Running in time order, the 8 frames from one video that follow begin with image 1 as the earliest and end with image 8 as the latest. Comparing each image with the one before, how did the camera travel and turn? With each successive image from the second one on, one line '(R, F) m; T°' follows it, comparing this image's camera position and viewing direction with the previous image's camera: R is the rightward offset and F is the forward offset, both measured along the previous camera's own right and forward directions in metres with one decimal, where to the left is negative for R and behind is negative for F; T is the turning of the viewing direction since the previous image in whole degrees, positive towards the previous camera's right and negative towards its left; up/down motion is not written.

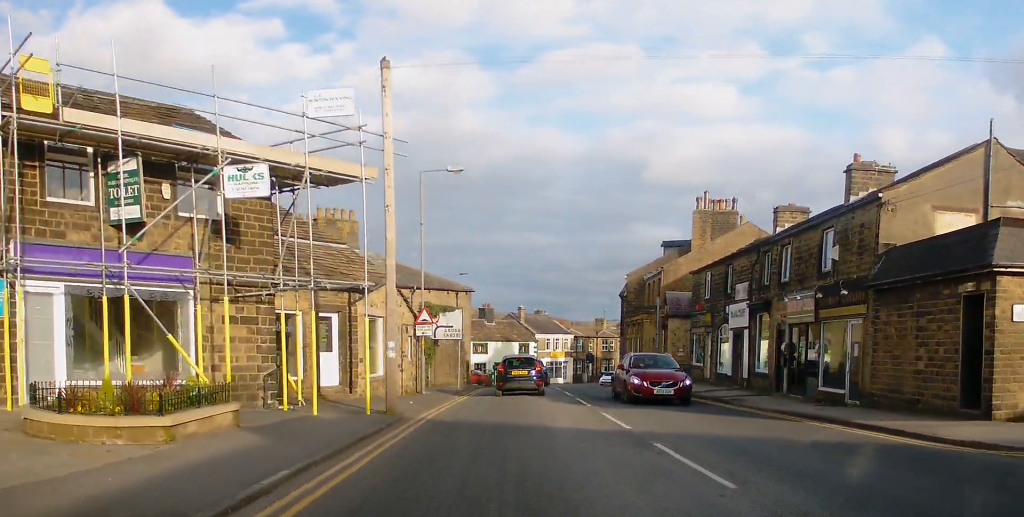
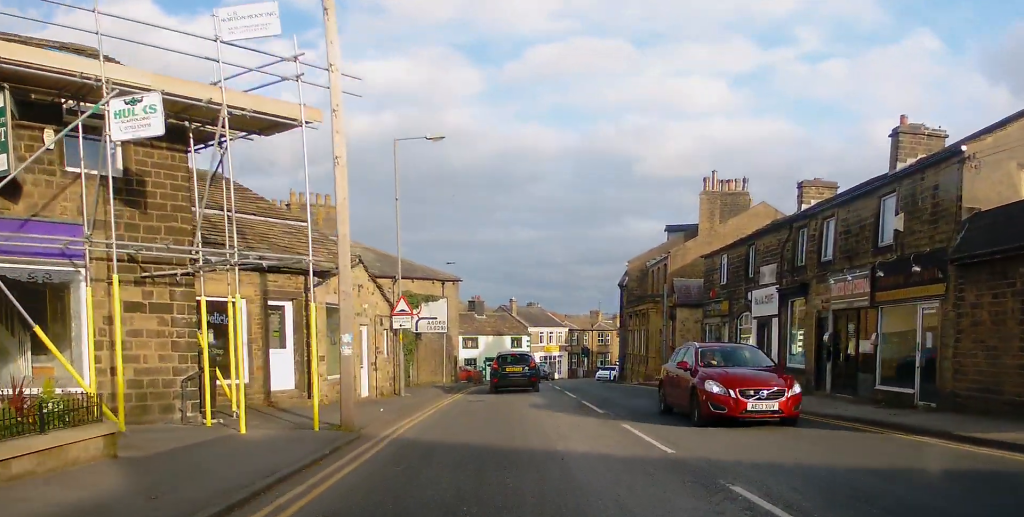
(-0.1, +3.9) m; 0°
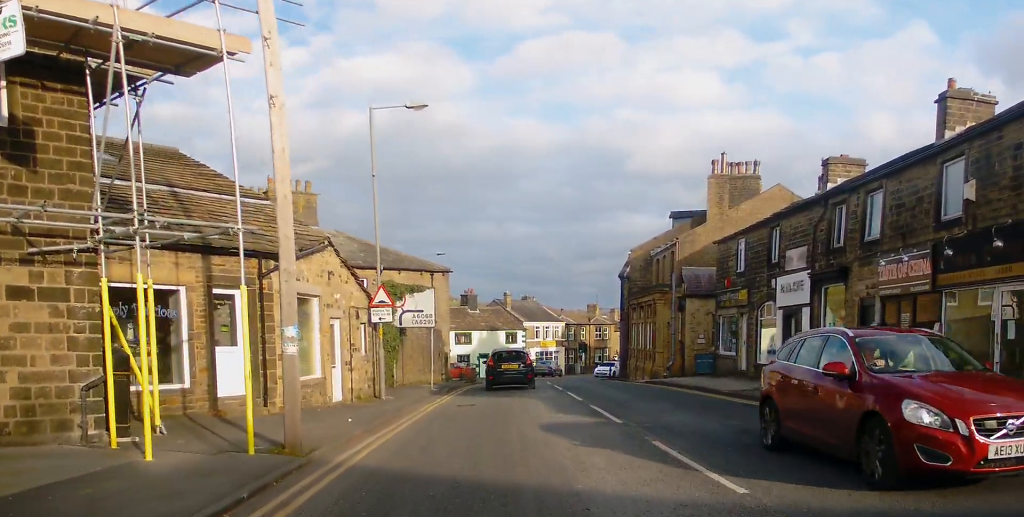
(0.0, +3.1) m; +1°
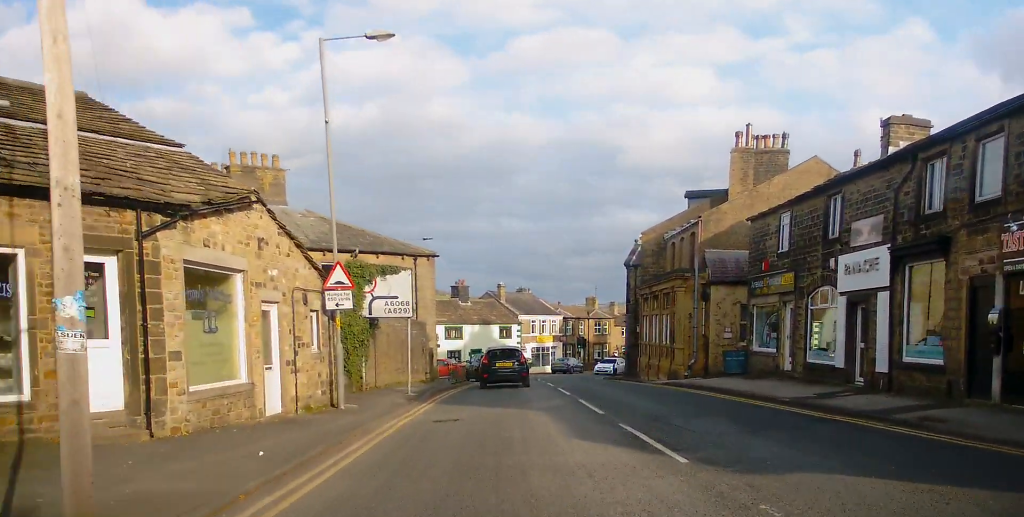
(0.0, +5.2) m; +3°
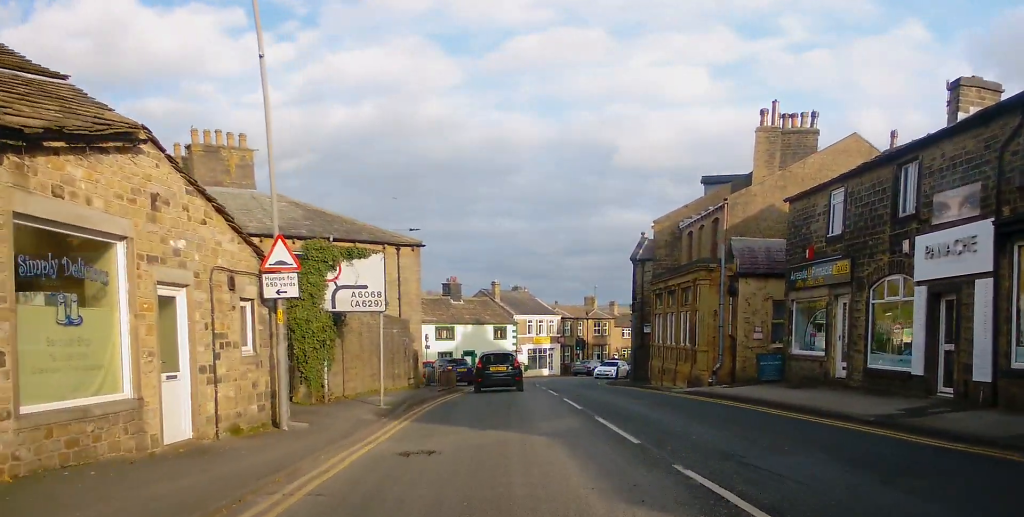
(+0.3, +4.3) m; 0°
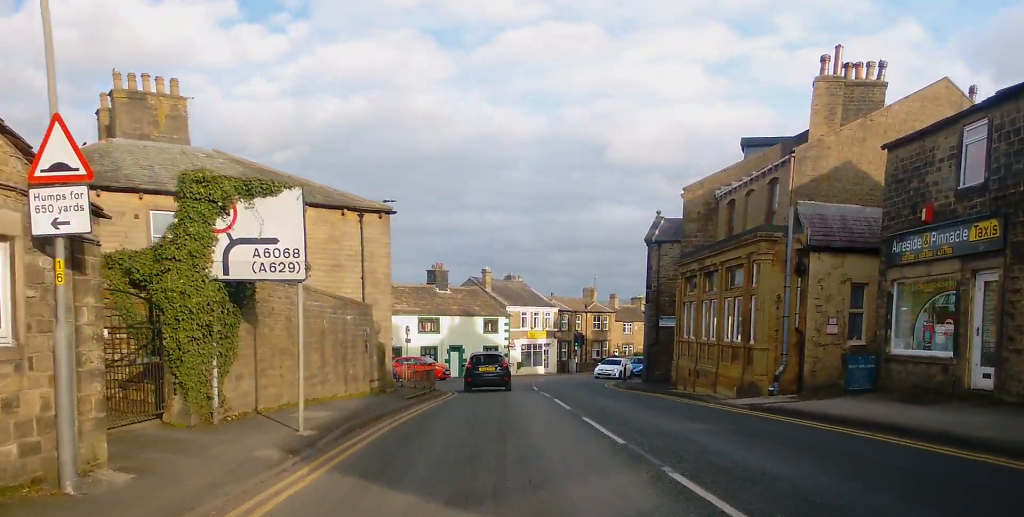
(0.0, +6.7) m; -1°
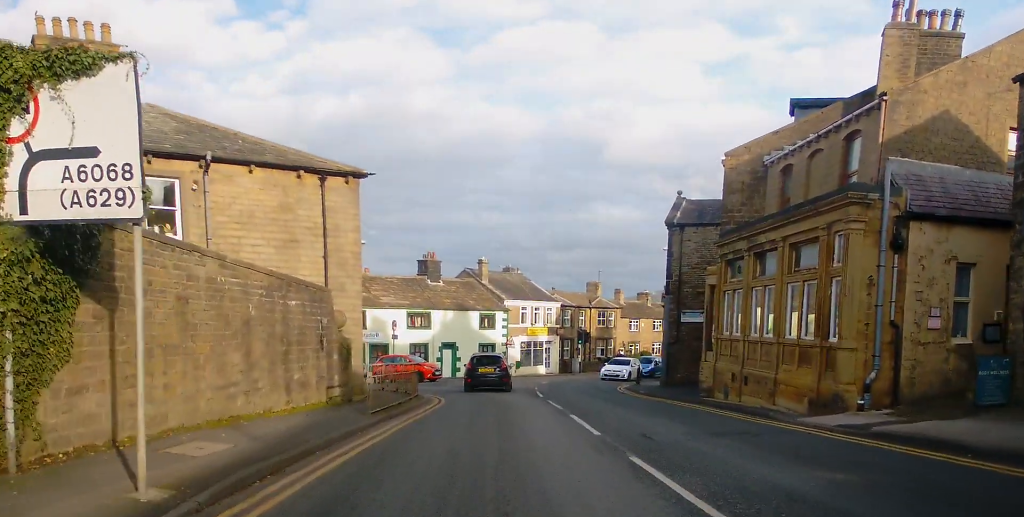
(-0.2, +5.2) m; -2°
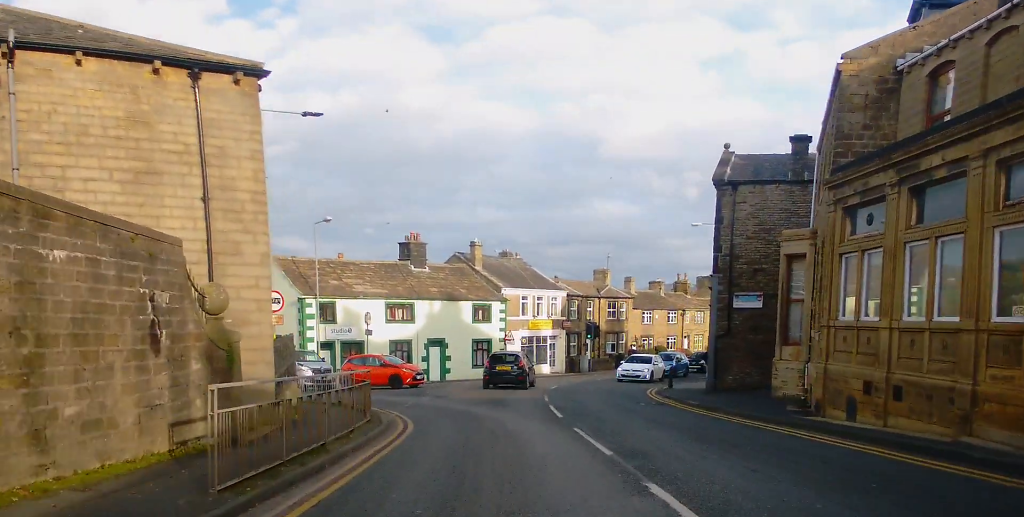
(0.0, +8.2) m; +1°
